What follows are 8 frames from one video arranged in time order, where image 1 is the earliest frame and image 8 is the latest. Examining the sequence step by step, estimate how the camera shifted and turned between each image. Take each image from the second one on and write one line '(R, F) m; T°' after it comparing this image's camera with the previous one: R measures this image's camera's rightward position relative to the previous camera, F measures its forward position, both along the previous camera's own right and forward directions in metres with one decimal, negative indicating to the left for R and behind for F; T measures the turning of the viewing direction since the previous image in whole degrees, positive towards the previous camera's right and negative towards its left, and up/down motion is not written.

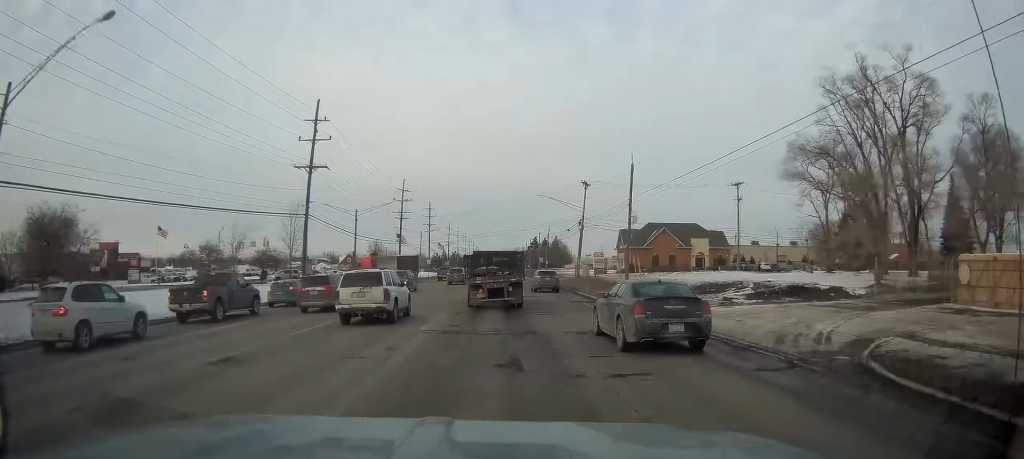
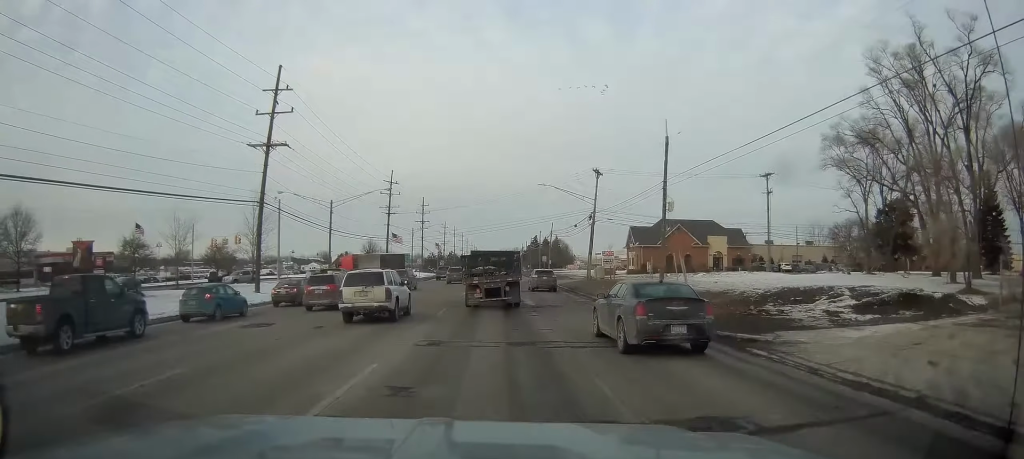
(0.0, +9.6) m; +1°
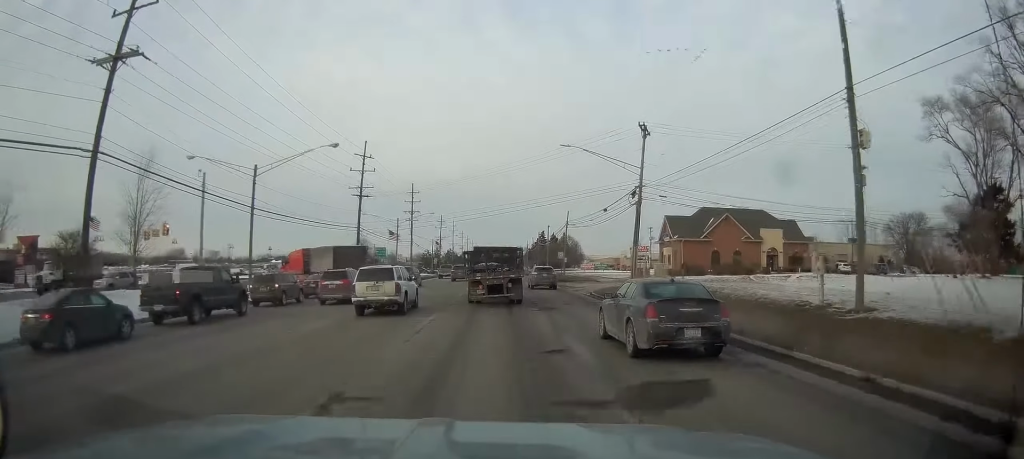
(+0.3, +19.5) m; +1°
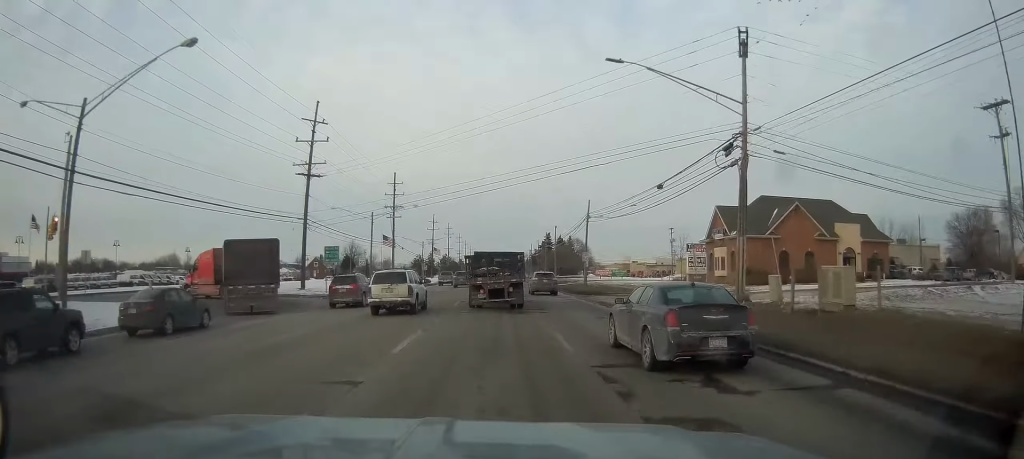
(+0.1, +19.8) m; -1°
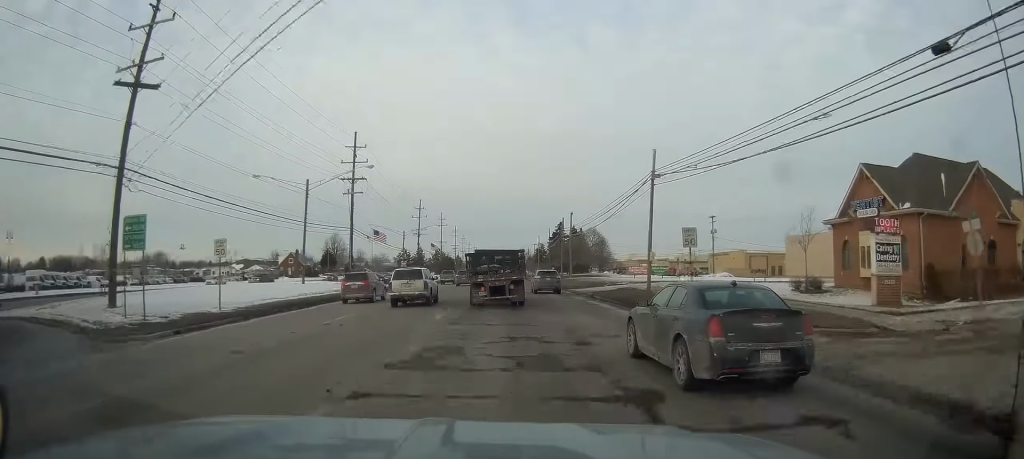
(-0.5, +30.0) m; 0°
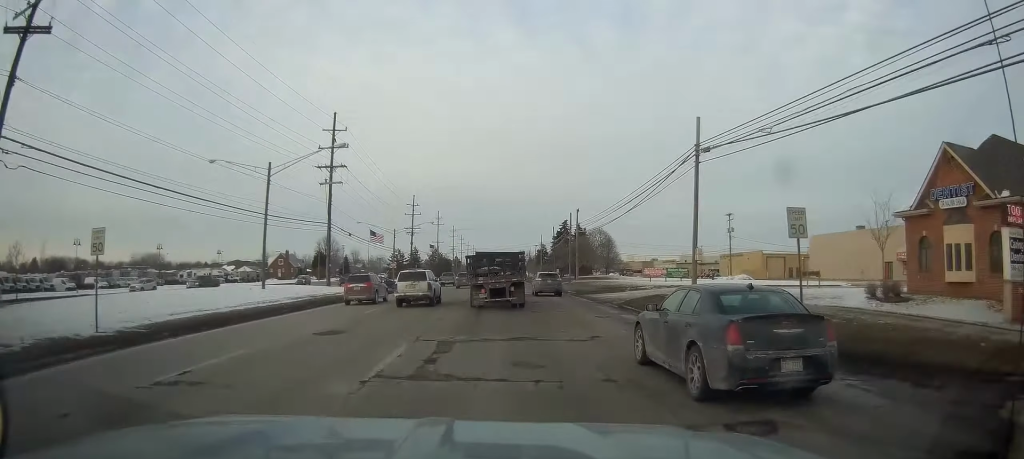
(0.0, +10.4) m; 0°
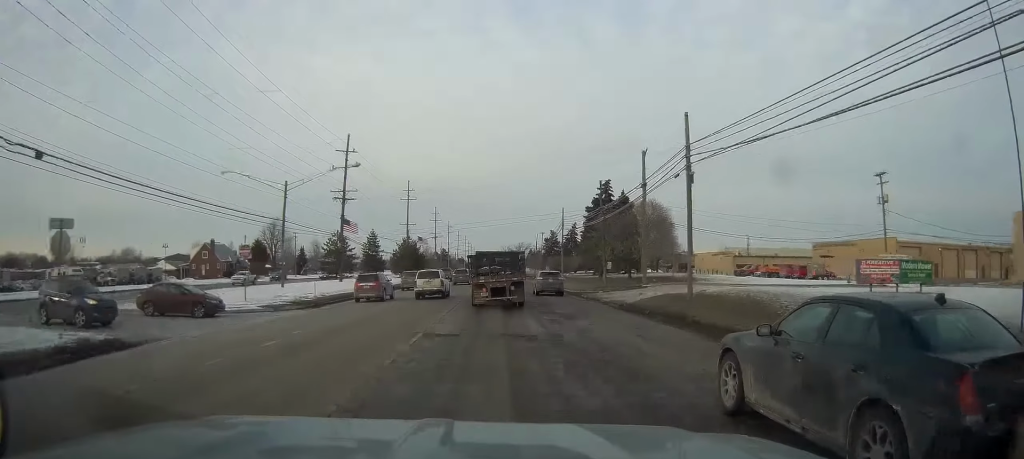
(-0.1, +51.6) m; -1°
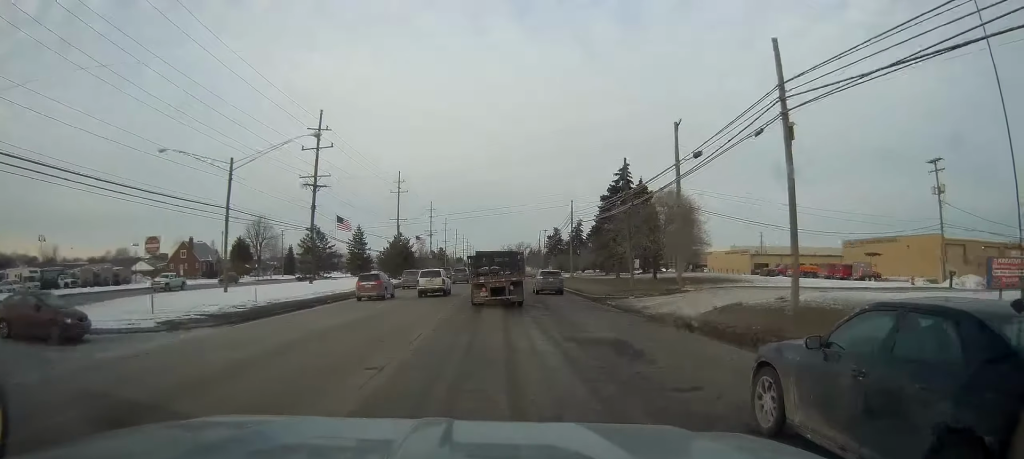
(0.0, +9.7) m; 0°
